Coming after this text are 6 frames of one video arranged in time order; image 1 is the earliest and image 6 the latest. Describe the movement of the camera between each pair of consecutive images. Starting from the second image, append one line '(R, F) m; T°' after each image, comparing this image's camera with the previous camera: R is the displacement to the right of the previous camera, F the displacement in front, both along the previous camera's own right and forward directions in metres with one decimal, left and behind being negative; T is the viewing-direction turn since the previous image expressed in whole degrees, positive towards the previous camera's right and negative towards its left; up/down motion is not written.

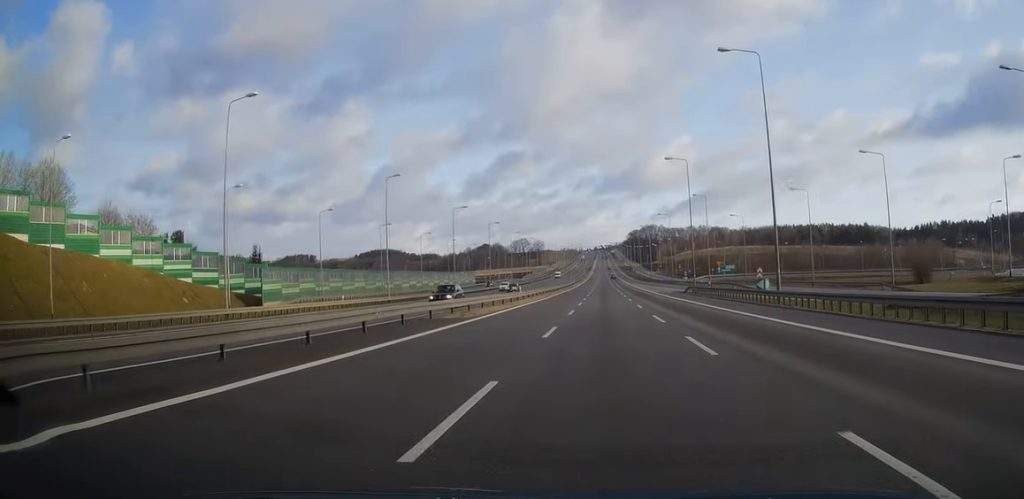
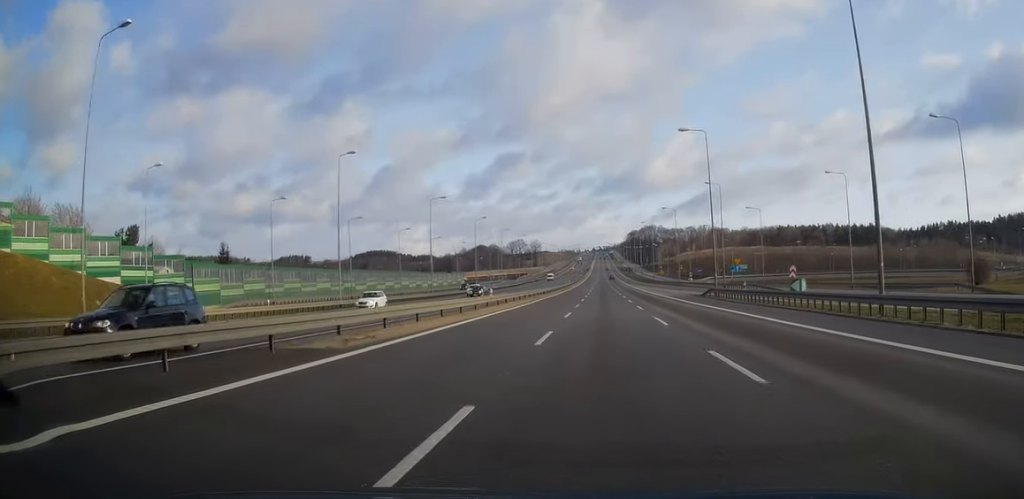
(0.0, +14.0) m; 0°
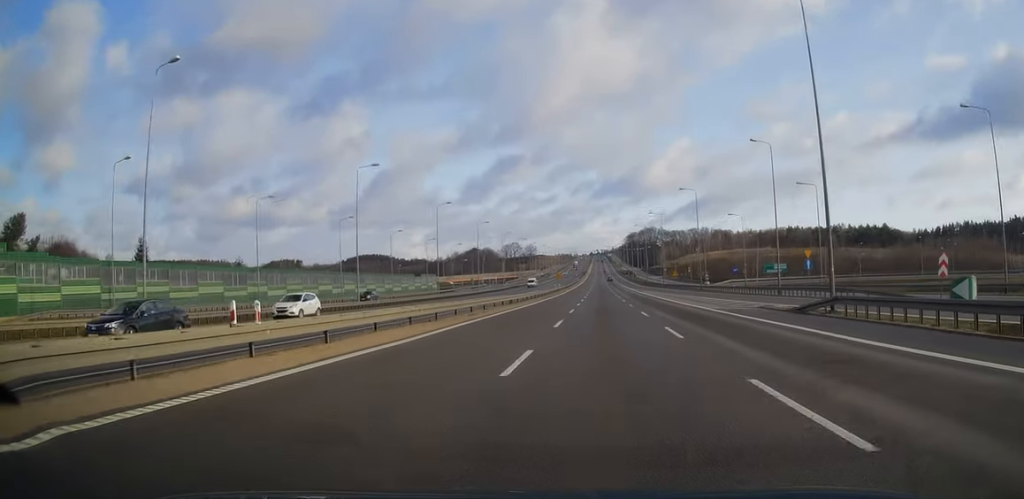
(+0.1, +28.9) m; 0°
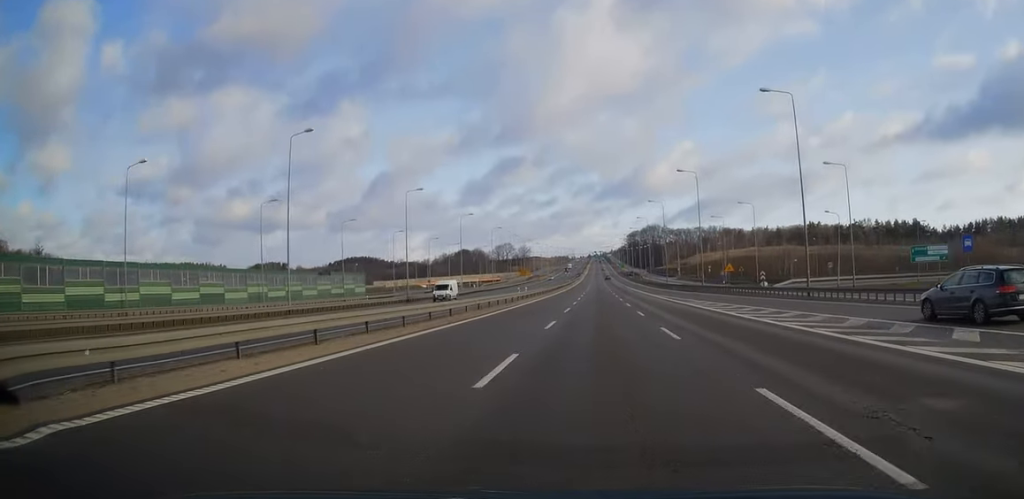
(-0.1, +49.4) m; 0°
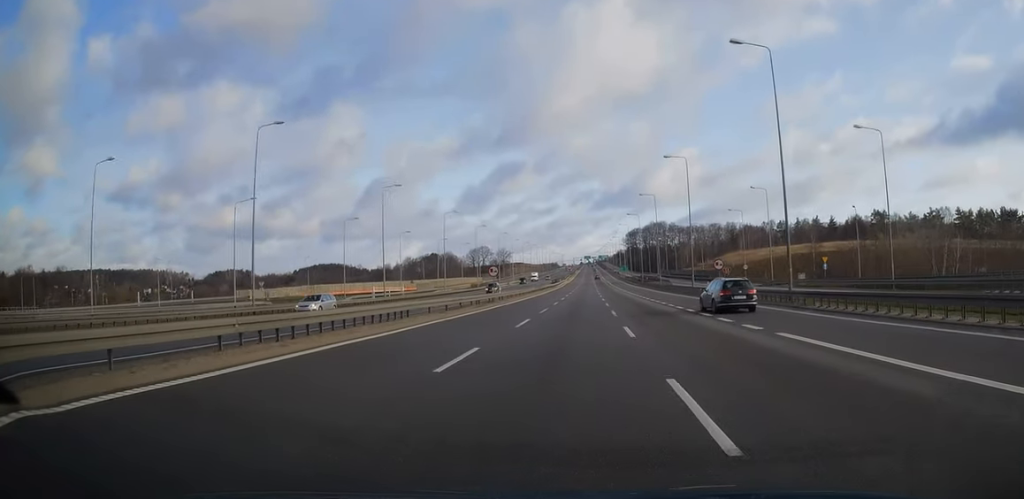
(+0.9, +106.9) m; +1°
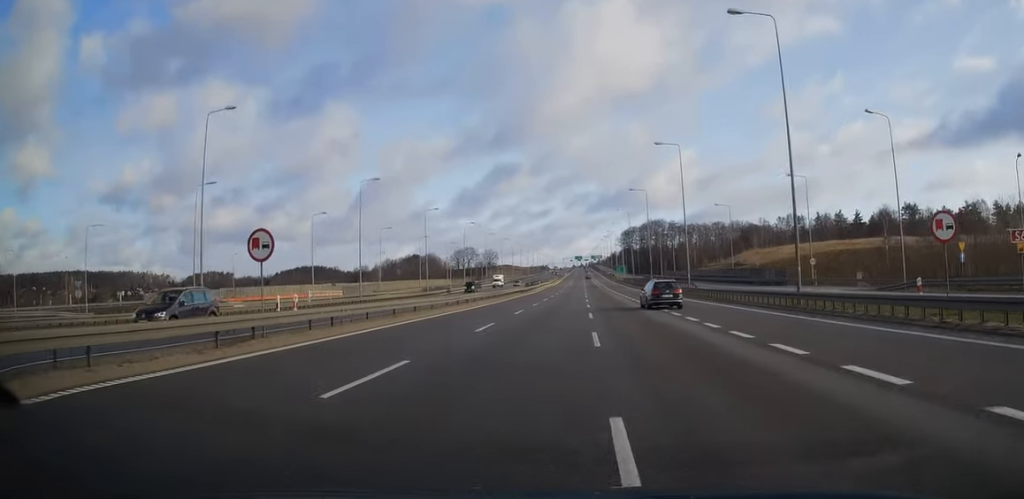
(+0.1, +38.6) m; 0°
